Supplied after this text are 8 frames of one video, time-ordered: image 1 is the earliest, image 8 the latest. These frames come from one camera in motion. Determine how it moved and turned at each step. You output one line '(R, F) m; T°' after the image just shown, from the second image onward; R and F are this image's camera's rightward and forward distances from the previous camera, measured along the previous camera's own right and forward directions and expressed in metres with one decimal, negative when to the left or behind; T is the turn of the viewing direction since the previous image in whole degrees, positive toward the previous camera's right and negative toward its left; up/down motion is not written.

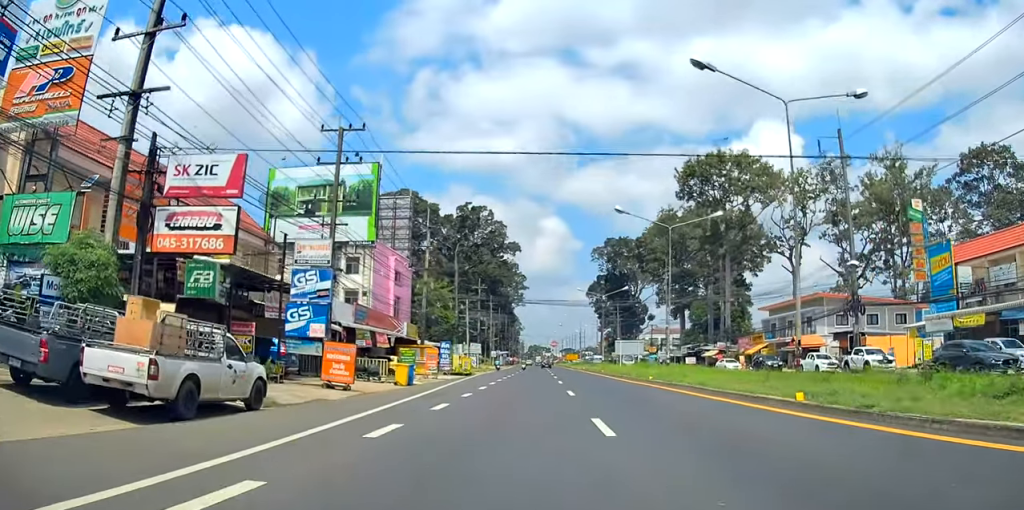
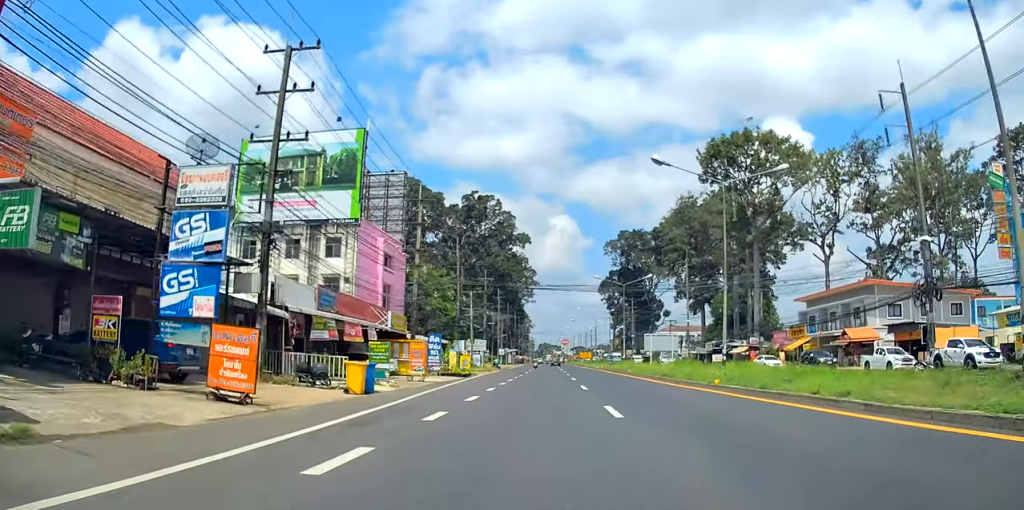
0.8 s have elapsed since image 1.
(-0.1, +9.8) m; -1°
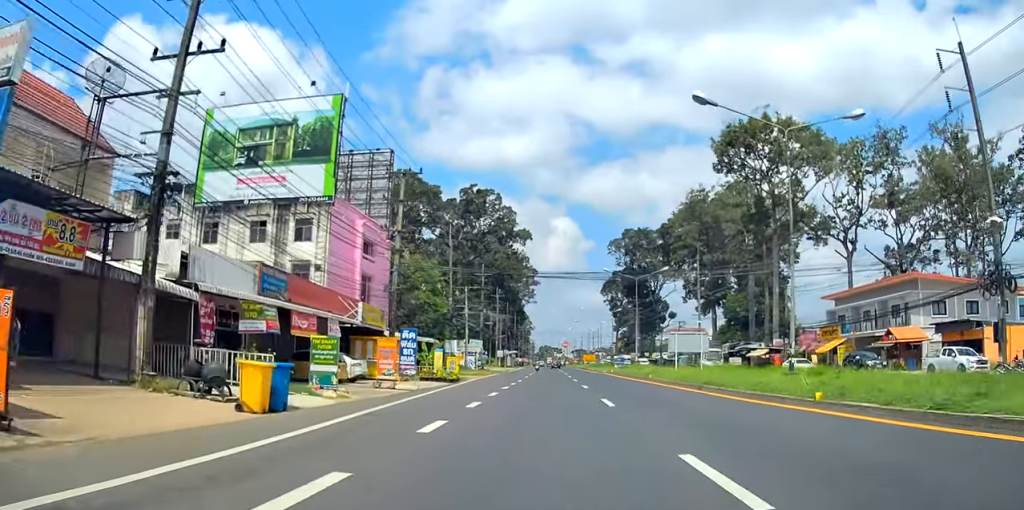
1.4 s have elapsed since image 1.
(0.0, +7.7) m; -1°
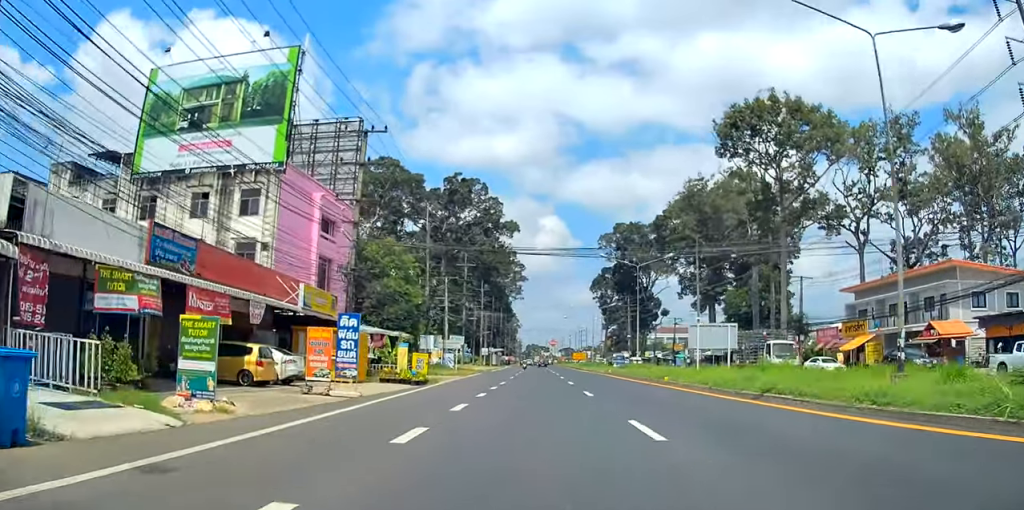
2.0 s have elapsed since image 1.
(-0.1, +7.4) m; 0°
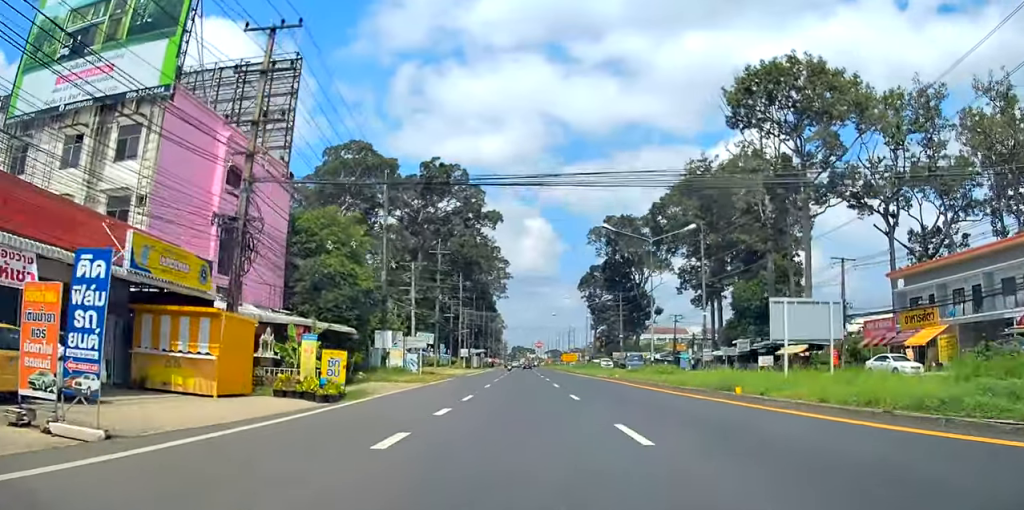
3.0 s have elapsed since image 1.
(+0.2, +12.4) m; +3°
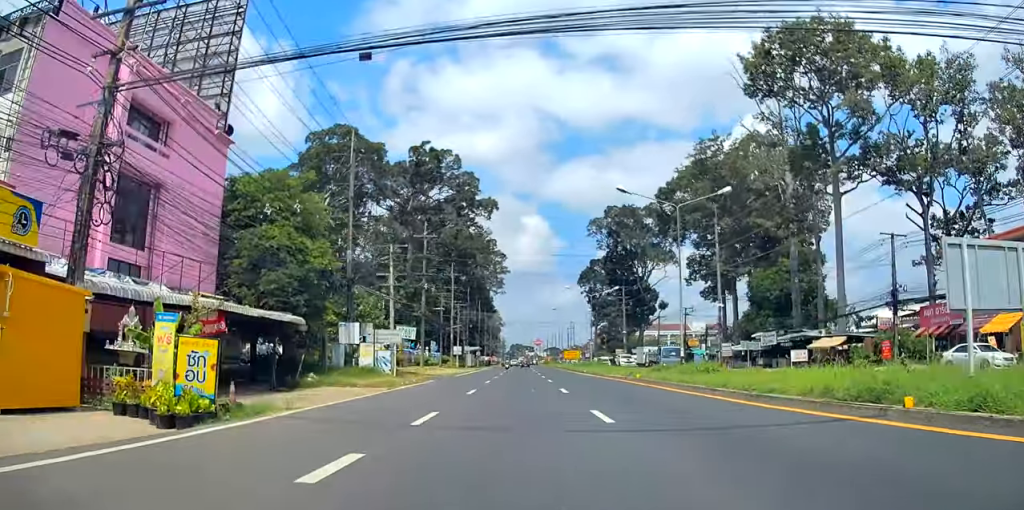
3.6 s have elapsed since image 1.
(+0.2, +8.7) m; +1°
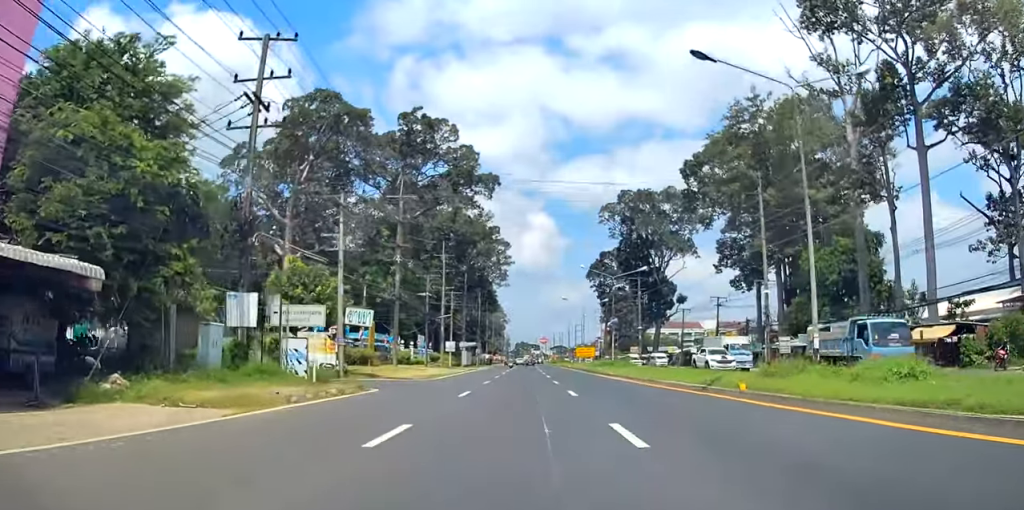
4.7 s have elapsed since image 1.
(0.0, +15.5) m; -2°
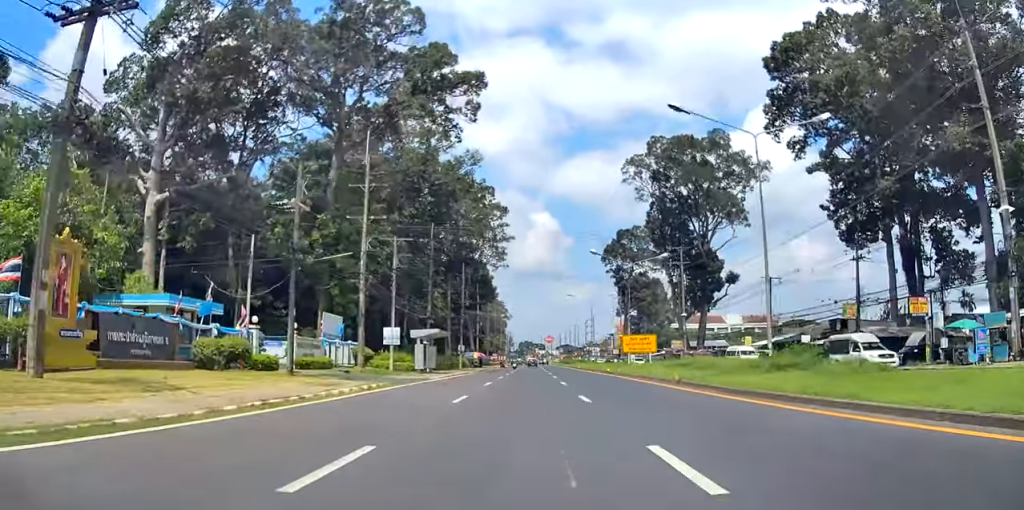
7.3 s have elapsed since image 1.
(-0.5, +38.0) m; -1°
